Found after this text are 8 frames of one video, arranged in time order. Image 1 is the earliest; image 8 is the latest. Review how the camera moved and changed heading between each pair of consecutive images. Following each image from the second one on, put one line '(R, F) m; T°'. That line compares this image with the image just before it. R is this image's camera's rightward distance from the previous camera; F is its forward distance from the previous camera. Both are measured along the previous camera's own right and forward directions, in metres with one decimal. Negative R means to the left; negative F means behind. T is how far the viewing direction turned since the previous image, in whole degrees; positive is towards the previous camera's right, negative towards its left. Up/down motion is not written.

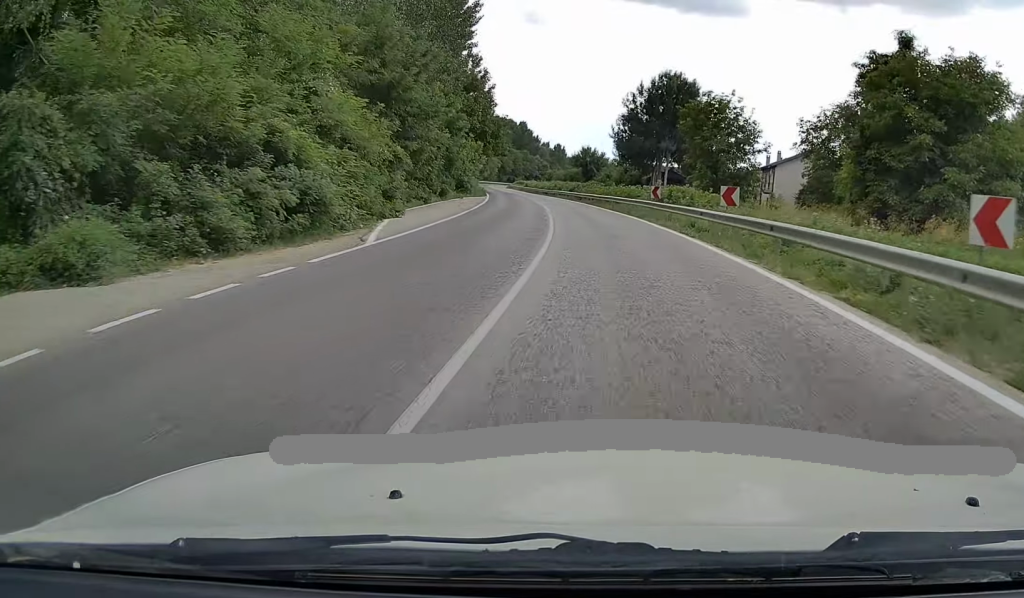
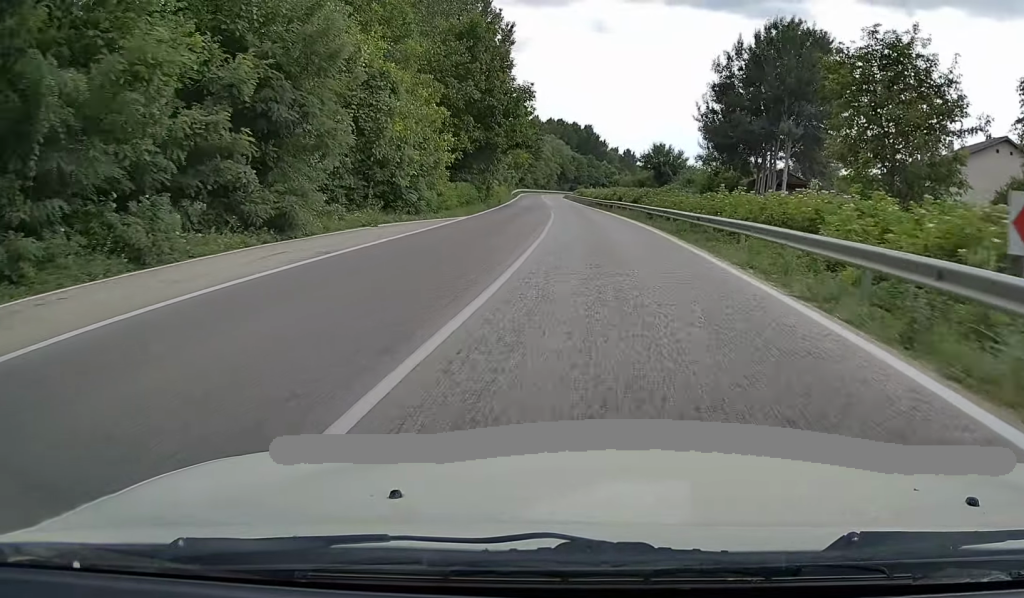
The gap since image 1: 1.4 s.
(-2.2, +32.3) m; -6°
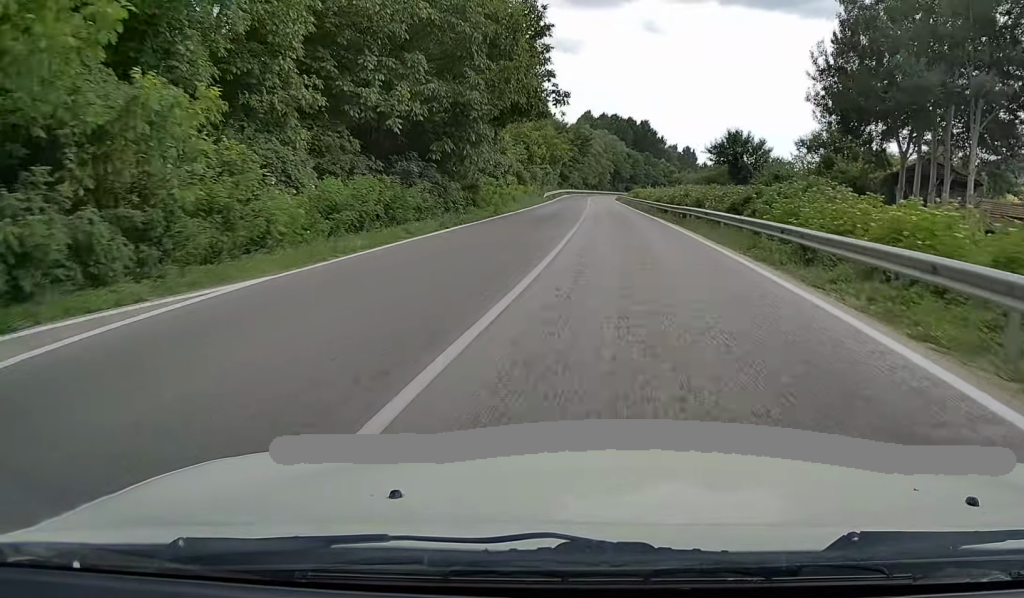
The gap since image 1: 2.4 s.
(-0.6, +23.3) m; -3°
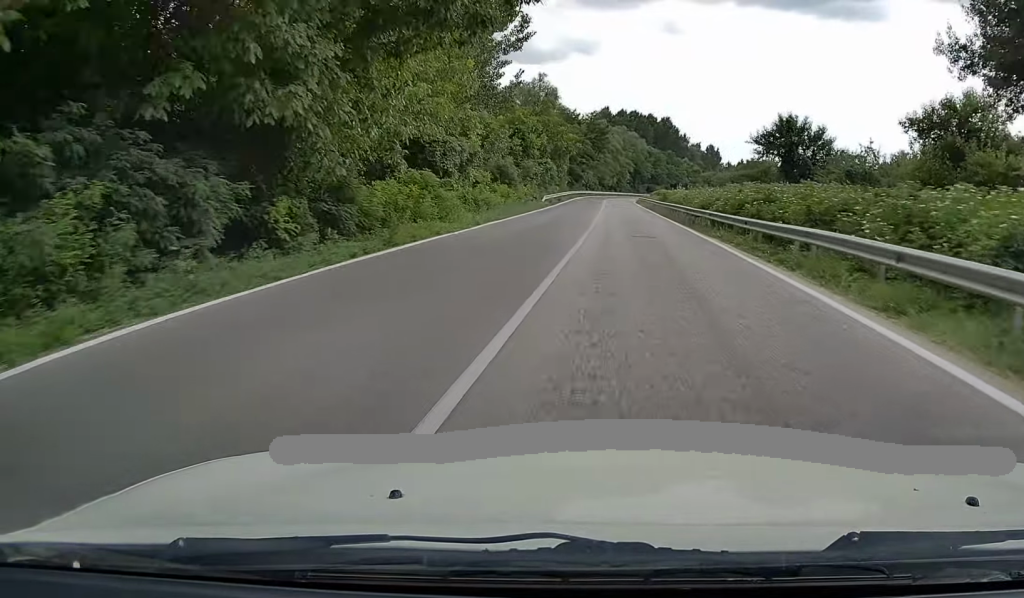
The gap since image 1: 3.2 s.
(-0.3, +18.1) m; -1°
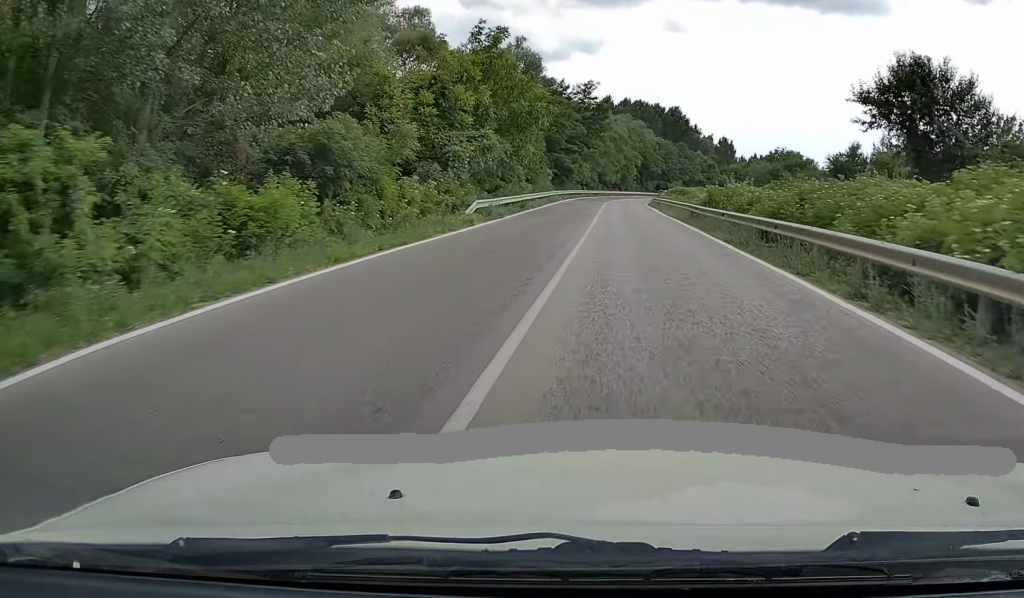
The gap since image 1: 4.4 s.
(-0.1, +29.1) m; 0°
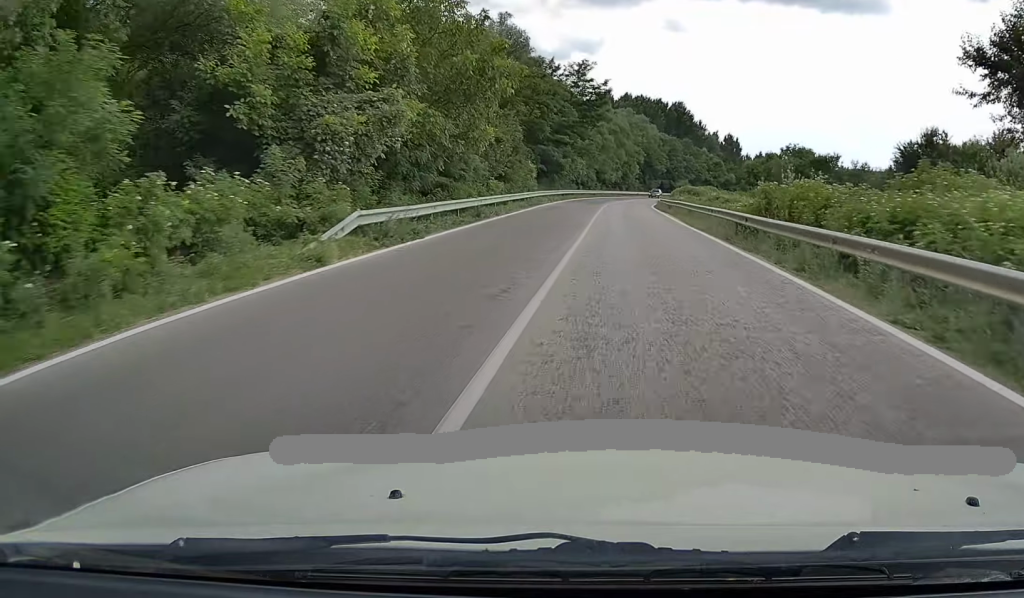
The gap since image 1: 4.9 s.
(+0.1, +13.1) m; 0°
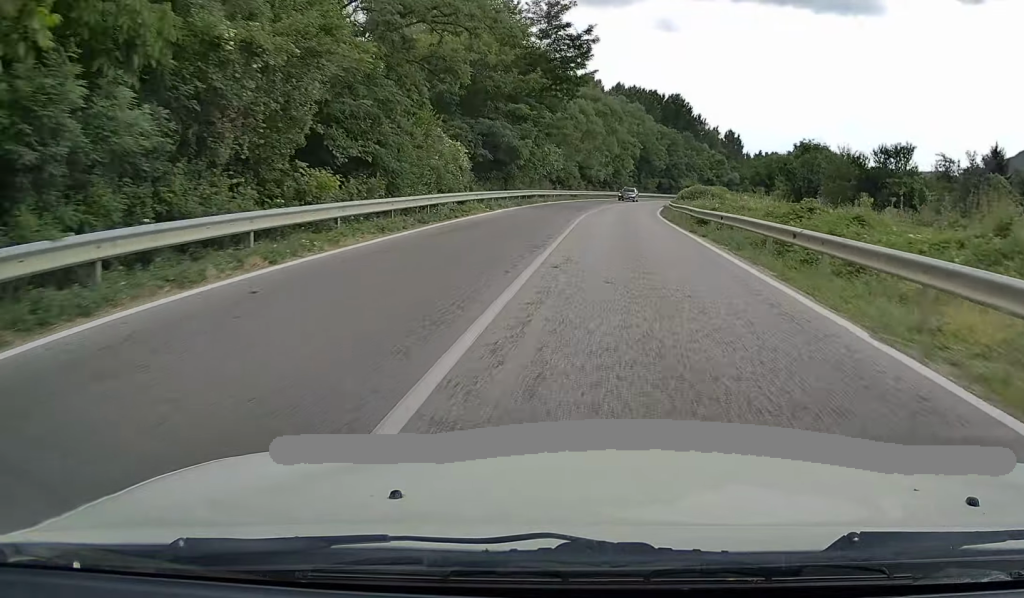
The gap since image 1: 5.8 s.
(0.0, +22.7) m; 0°
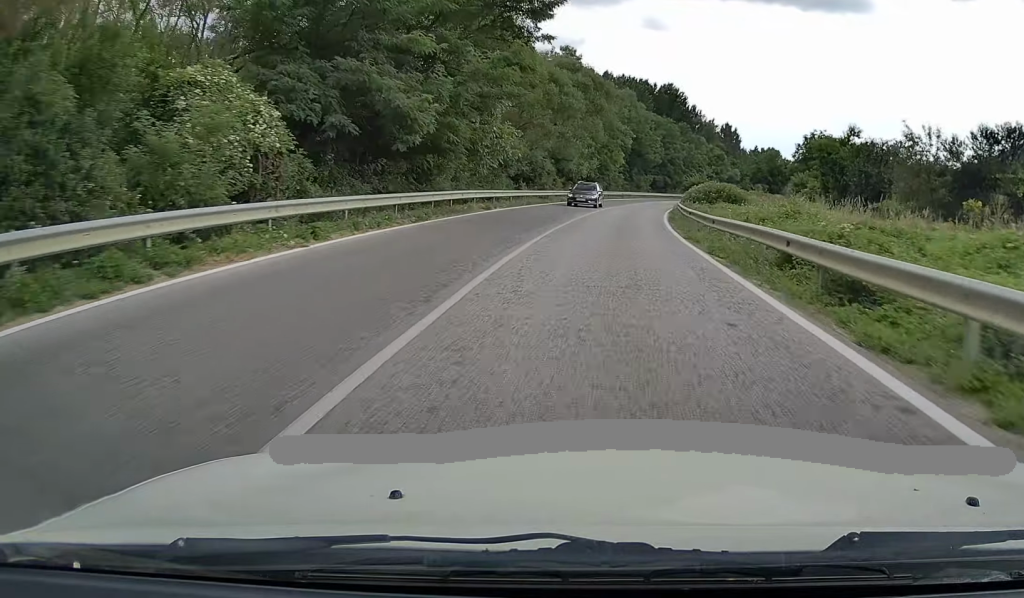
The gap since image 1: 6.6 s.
(+0.1, +18.4) m; +1°
